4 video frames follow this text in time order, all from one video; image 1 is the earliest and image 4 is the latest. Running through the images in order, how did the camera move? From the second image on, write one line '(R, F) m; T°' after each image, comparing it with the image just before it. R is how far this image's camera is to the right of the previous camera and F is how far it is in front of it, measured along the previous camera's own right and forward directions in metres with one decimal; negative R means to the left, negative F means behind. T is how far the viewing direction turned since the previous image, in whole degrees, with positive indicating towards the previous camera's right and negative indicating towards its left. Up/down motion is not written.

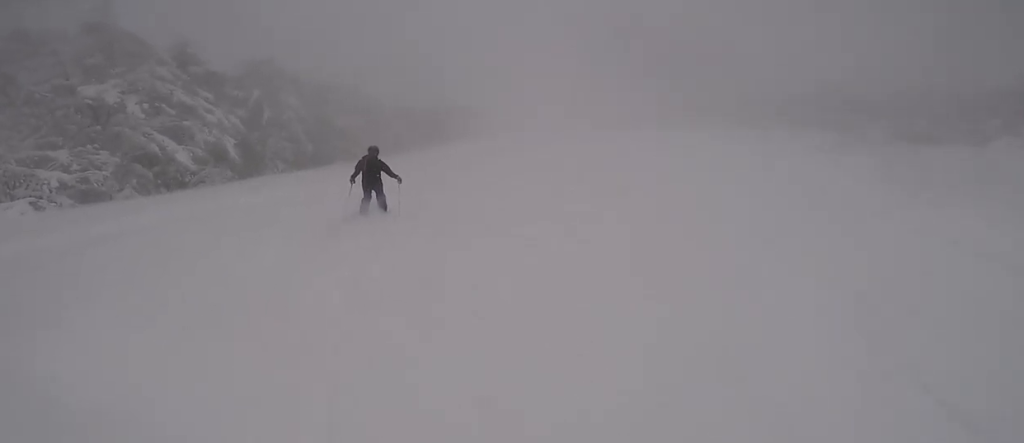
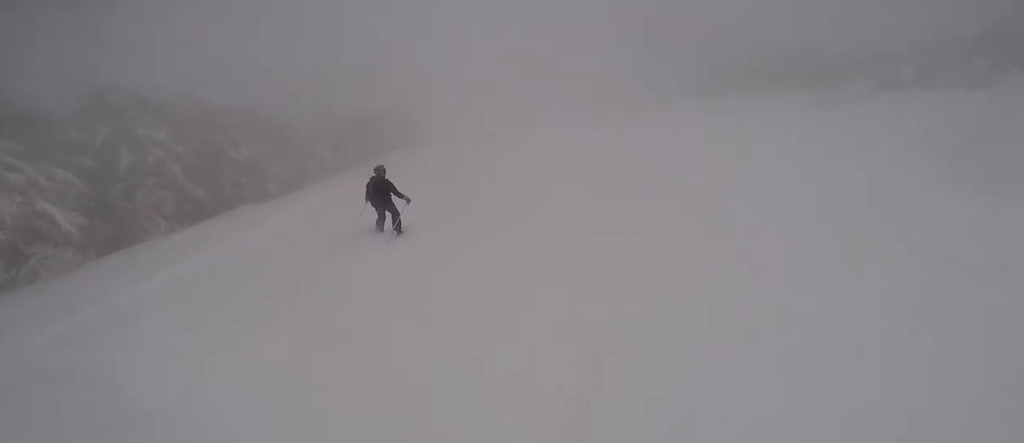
(+1.5, +7.7) m; +11°
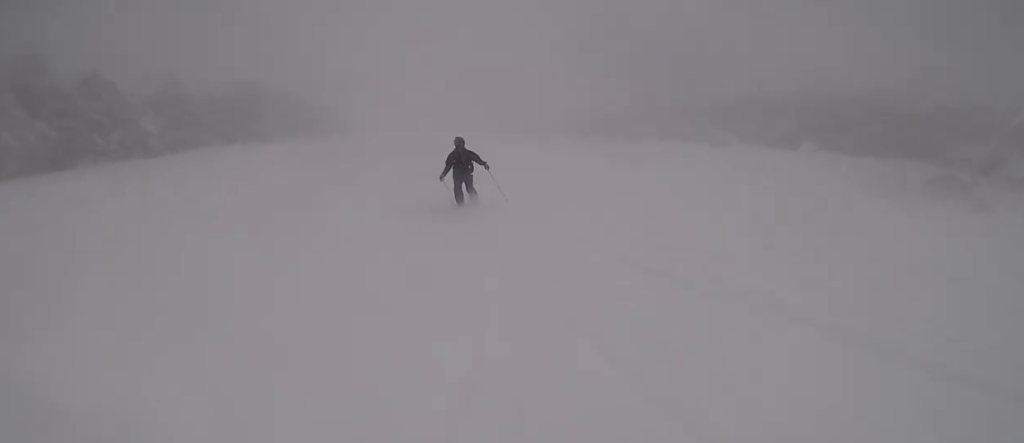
(-0.2, +18.5) m; -11°
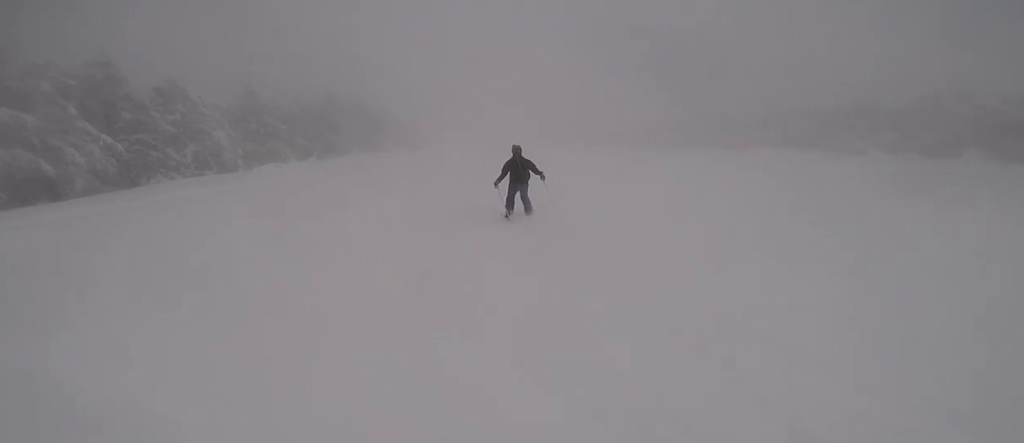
(-0.5, +4.4) m; -7°
